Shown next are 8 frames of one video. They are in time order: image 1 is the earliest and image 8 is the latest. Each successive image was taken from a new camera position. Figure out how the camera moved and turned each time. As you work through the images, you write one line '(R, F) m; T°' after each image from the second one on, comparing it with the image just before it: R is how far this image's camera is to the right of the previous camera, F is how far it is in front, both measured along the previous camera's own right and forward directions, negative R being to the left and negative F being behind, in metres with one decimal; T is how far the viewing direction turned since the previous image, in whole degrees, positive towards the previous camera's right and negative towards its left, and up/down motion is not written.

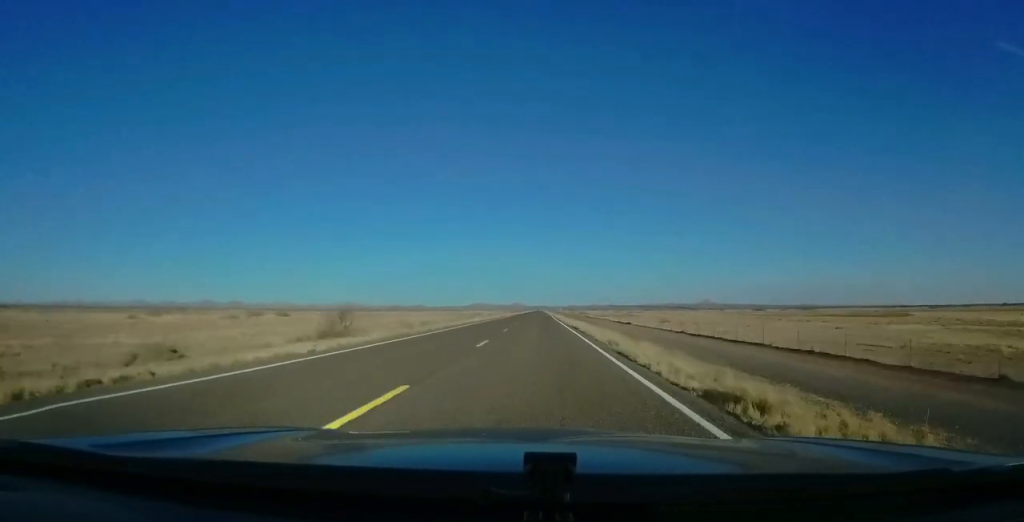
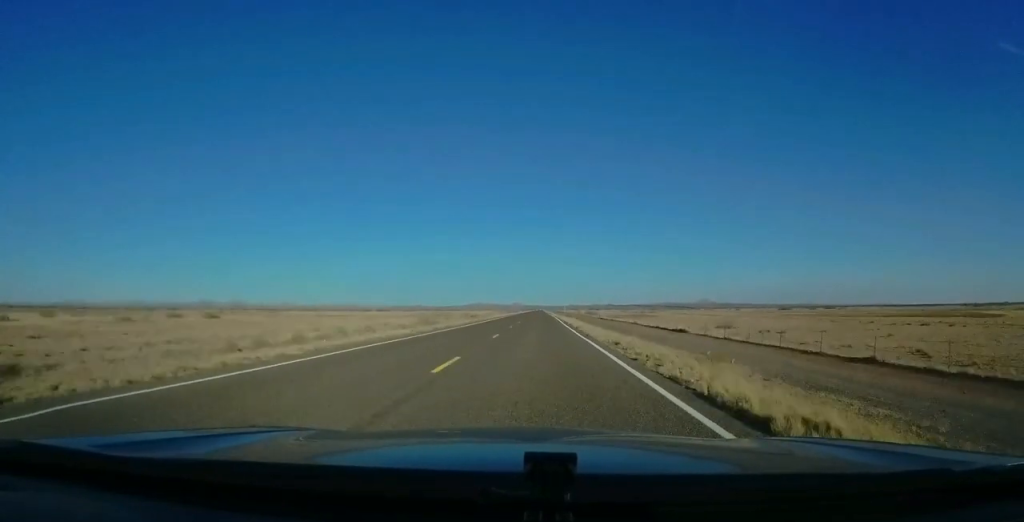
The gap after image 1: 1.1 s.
(-0.3, +31.6) m; +1°
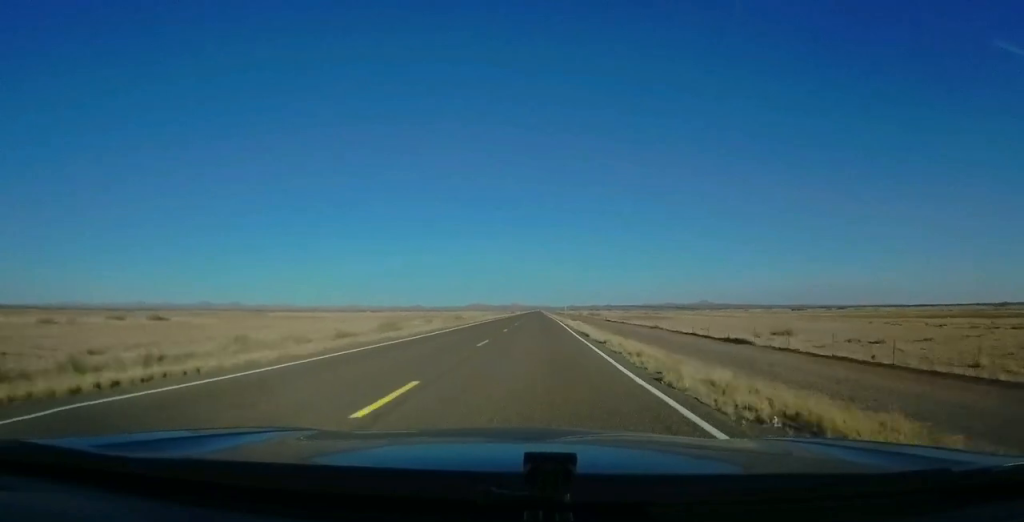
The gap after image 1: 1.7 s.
(+0.5, +16.3) m; +1°
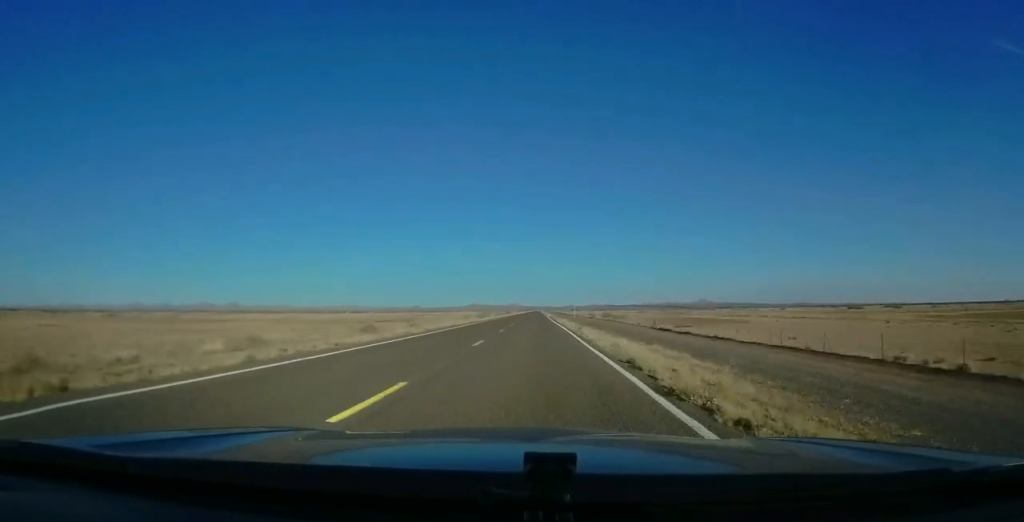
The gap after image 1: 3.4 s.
(+0.5, +49.1) m; +1°
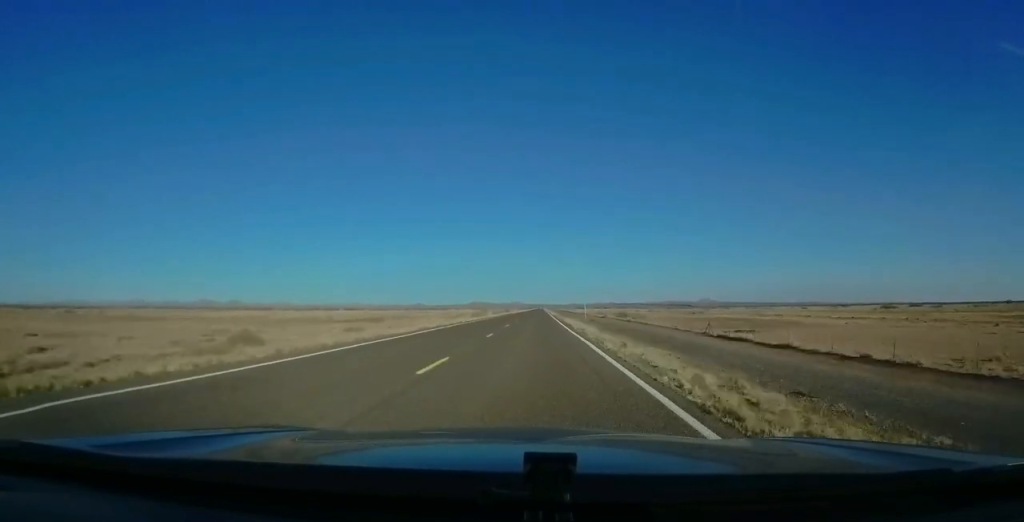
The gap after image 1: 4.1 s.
(0.0, +20.3) m; 0°
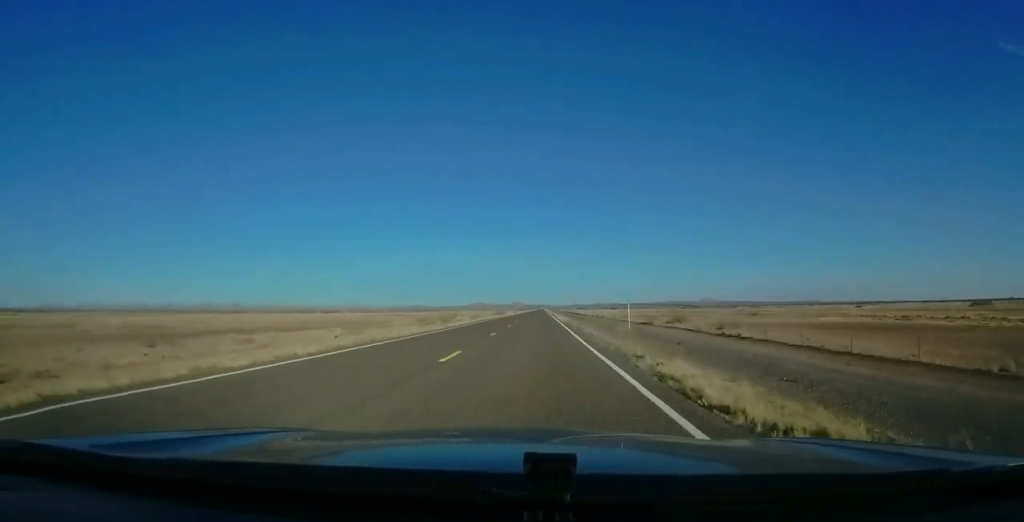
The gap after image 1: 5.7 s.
(-0.8, +46.7) m; -3°
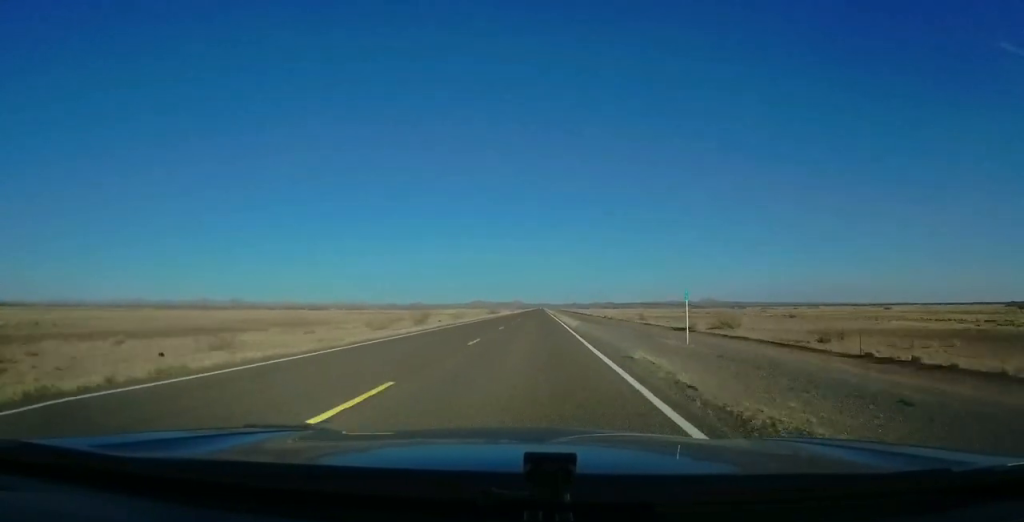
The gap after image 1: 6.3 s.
(-0.2, +19.5) m; 0°
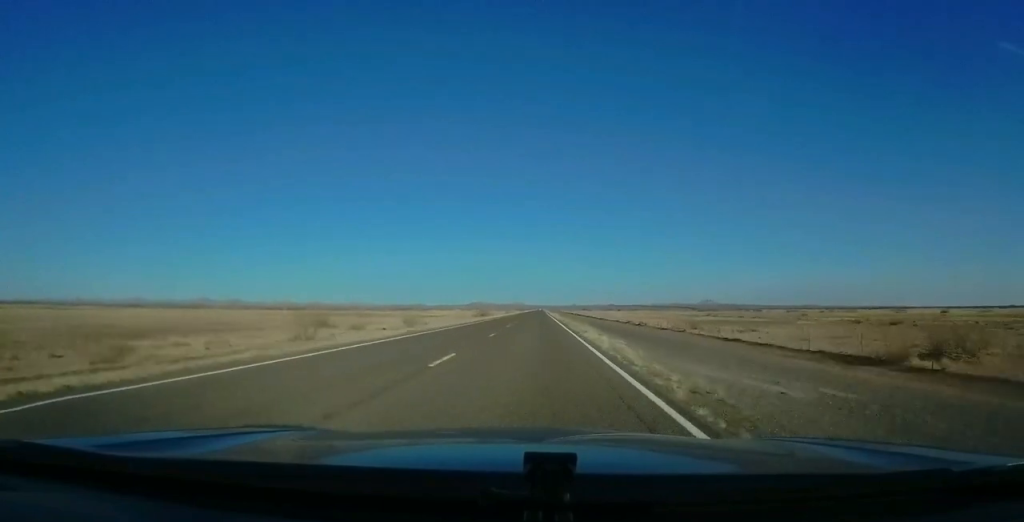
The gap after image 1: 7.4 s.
(+0.2, +31.0) m; +2°
